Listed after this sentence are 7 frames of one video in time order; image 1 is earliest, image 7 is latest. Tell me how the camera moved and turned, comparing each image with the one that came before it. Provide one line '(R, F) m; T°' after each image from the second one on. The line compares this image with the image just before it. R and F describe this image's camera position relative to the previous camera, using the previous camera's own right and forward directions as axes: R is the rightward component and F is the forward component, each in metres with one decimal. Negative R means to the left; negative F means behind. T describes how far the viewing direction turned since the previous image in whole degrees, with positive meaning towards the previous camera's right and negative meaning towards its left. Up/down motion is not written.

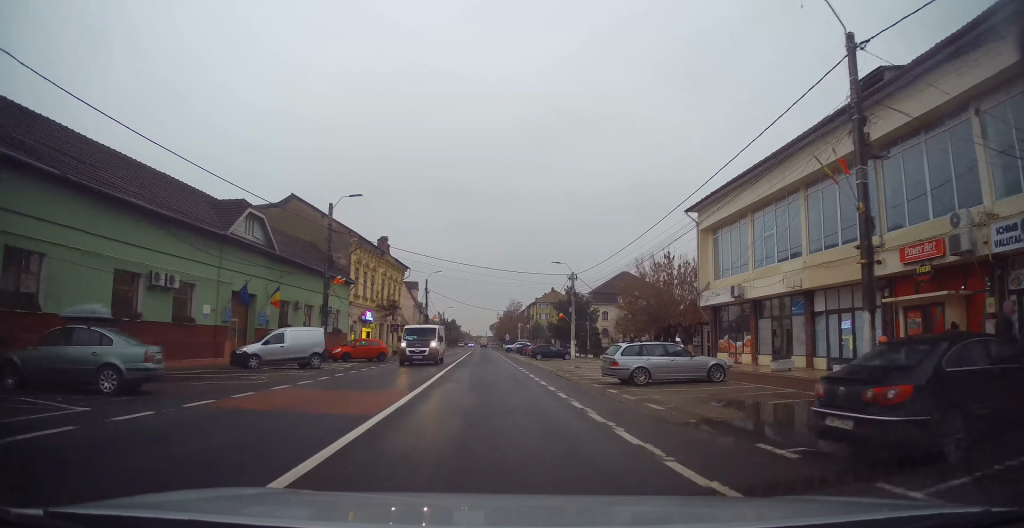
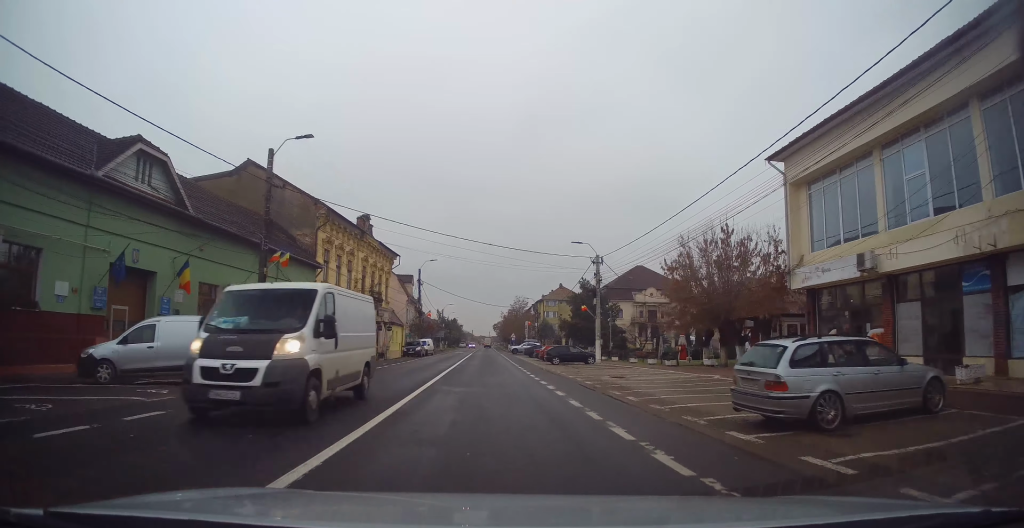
(+0.2, +10.2) m; 0°
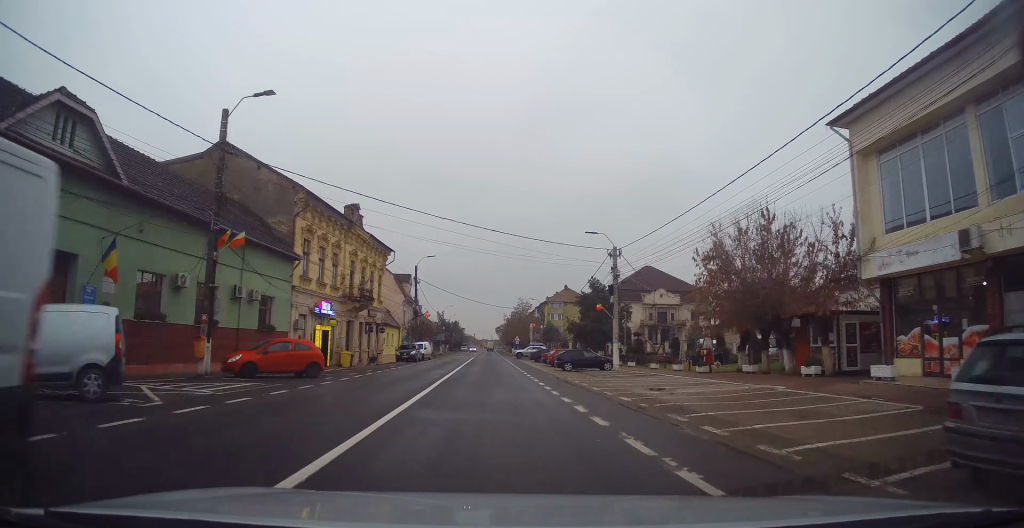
(+0.3, +5.0) m; -1°
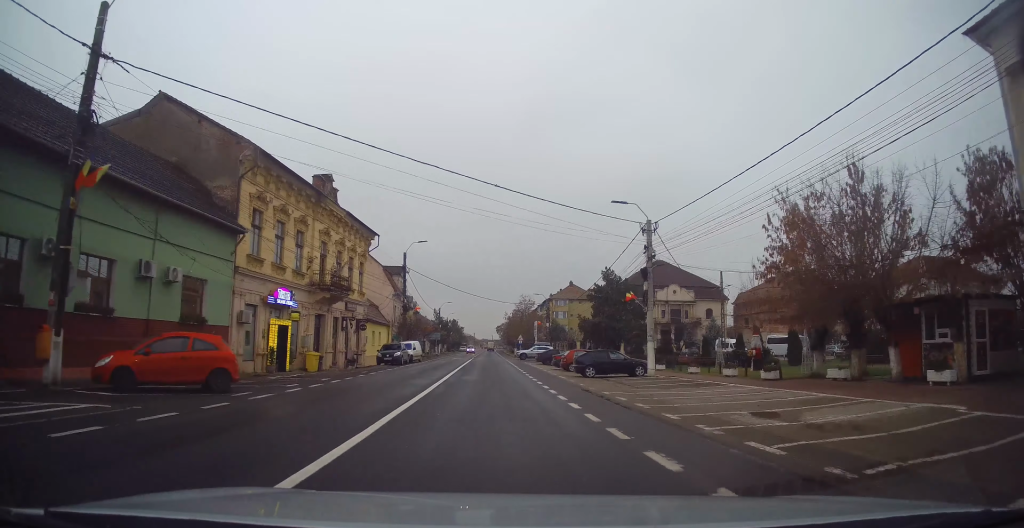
(-0.6, +8.1) m; -1°
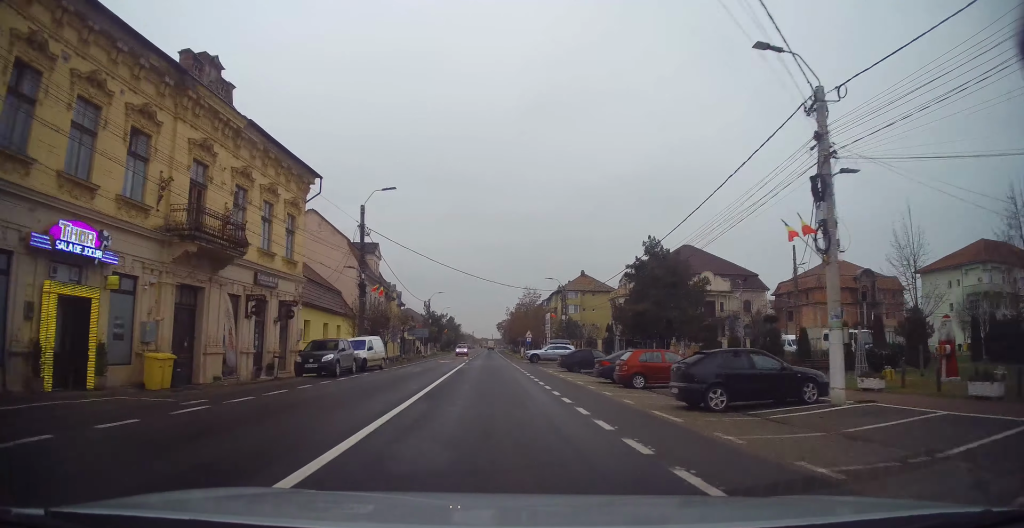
(+0.2, +15.6) m; +1°
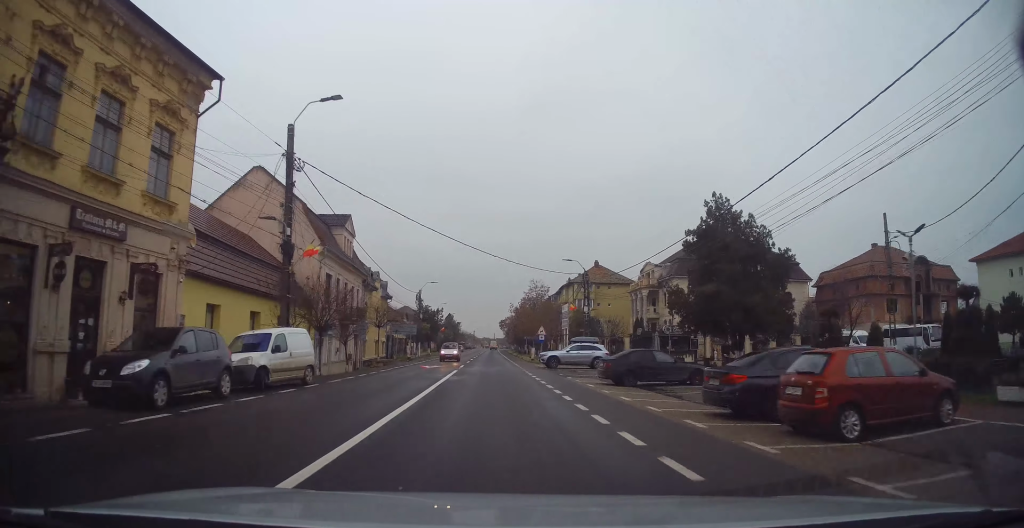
(0.0, +11.4) m; 0°
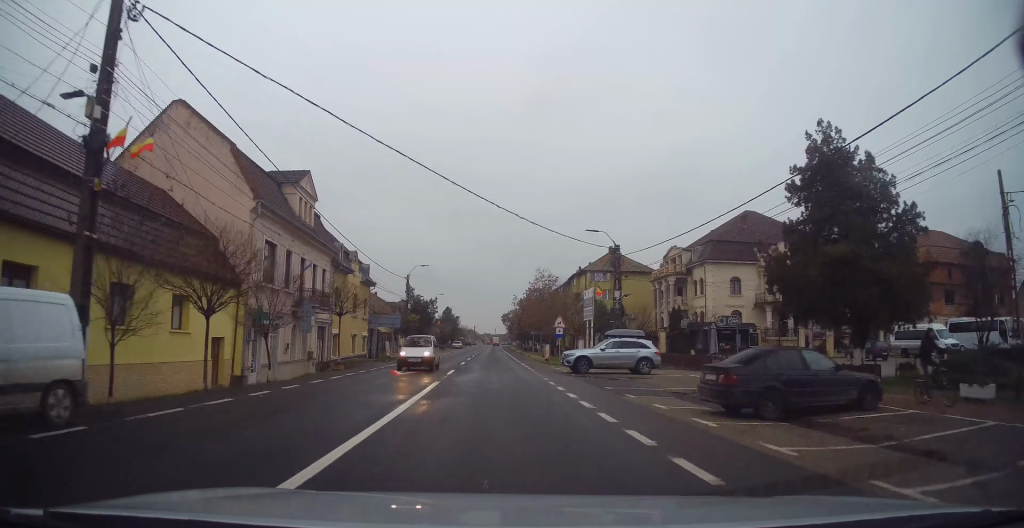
(-0.1, +10.3) m; -1°
